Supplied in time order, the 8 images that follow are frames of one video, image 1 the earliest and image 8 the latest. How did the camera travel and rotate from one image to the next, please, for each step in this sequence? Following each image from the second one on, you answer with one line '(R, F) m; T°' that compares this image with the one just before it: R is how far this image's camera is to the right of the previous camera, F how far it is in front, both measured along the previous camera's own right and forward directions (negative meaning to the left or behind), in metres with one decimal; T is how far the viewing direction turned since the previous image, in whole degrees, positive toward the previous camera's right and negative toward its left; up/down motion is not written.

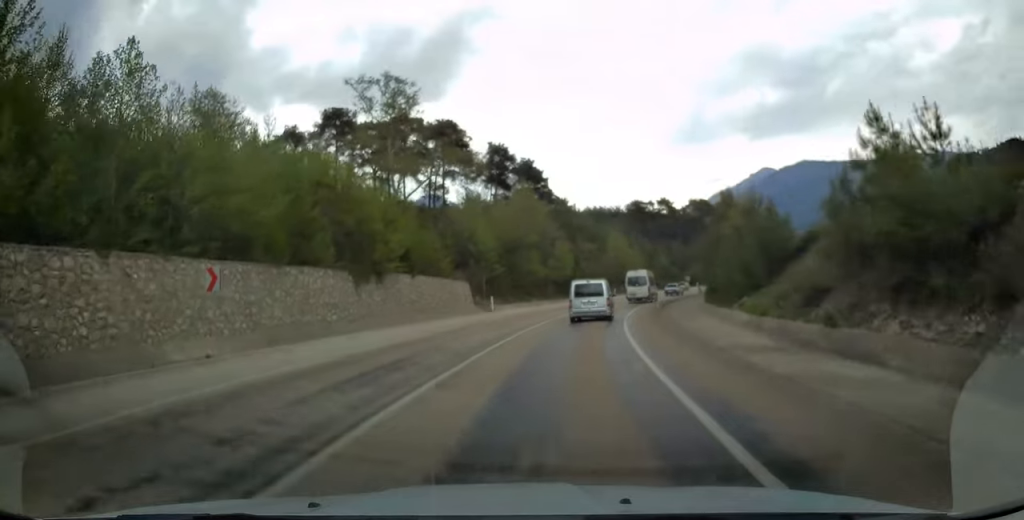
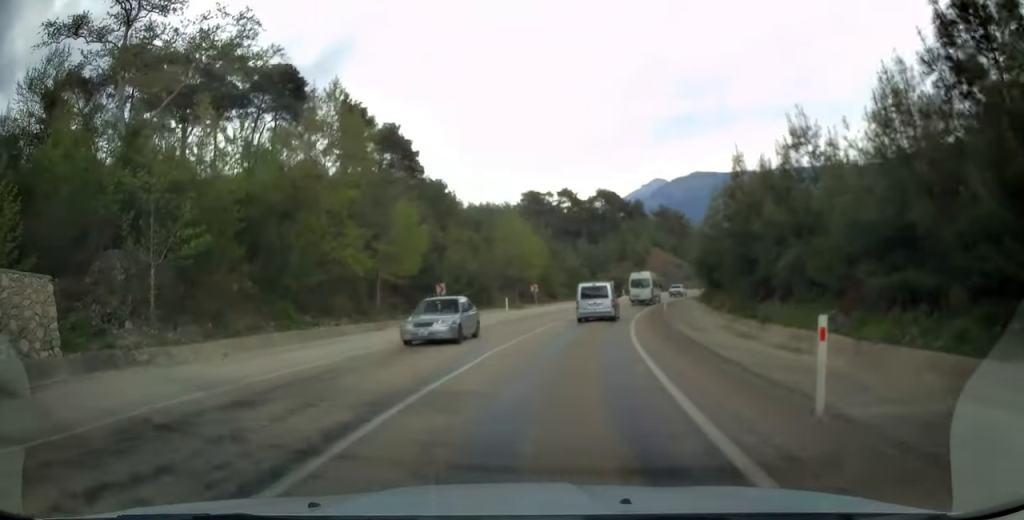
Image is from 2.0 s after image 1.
(+3.1, +34.8) m; +10°
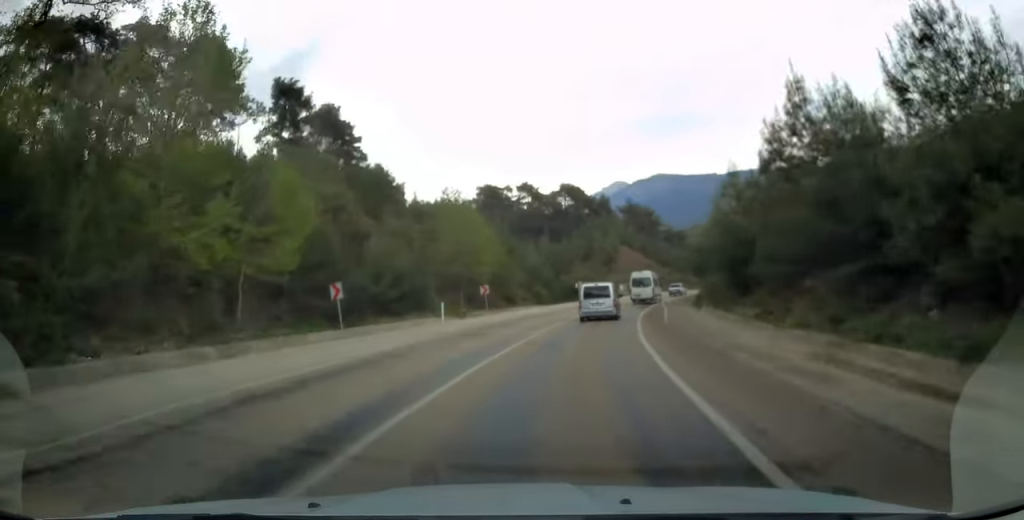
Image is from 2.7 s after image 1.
(+0.1, +11.4) m; +3°
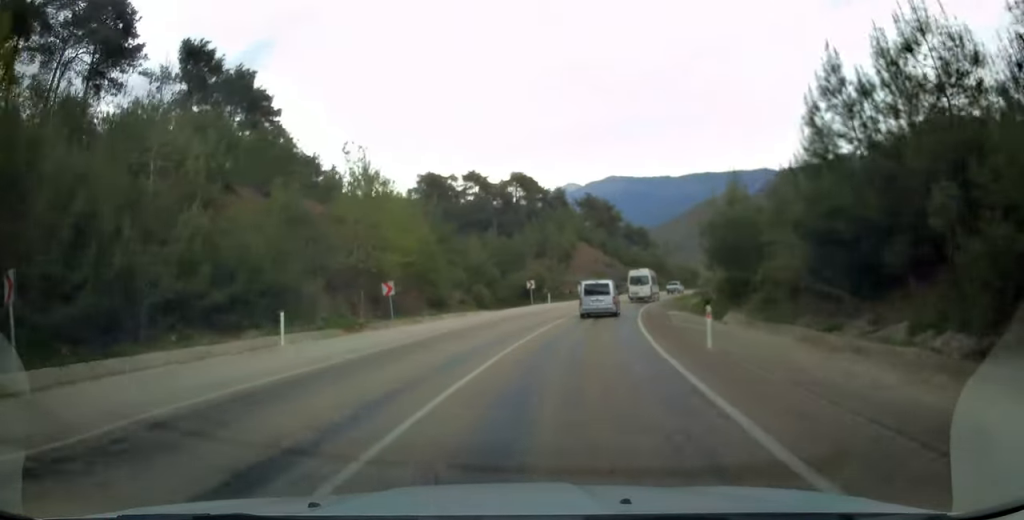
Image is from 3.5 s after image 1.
(+0.6, +14.3) m; +5°
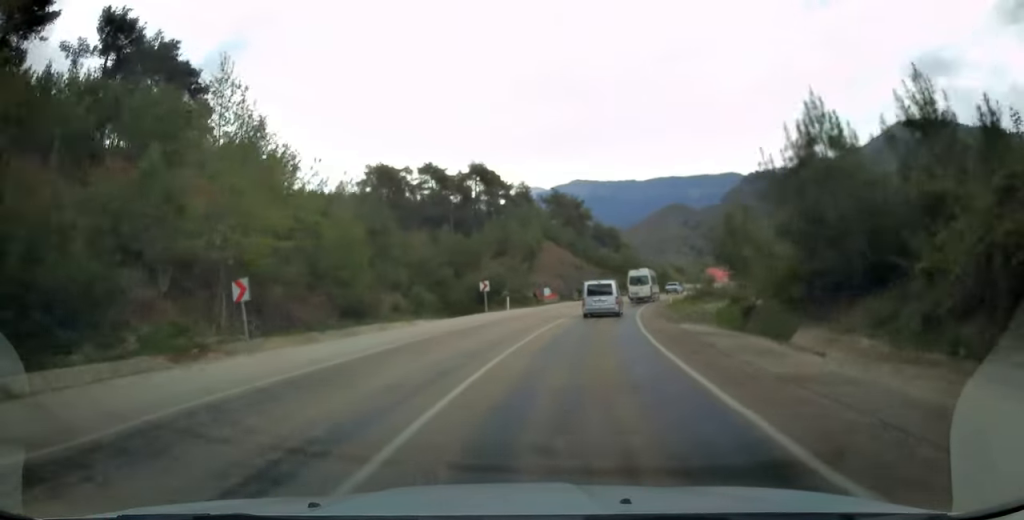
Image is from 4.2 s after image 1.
(+0.6, +11.1) m; +4°
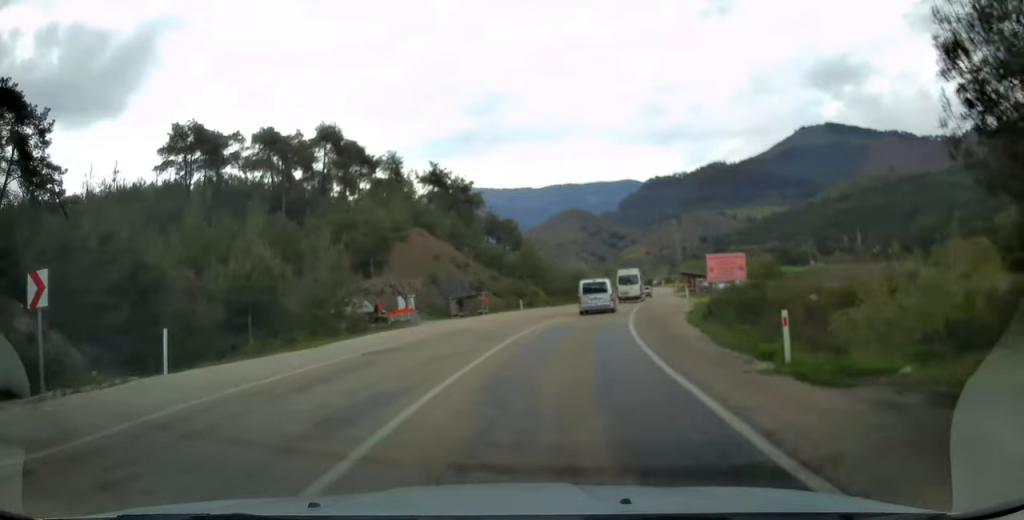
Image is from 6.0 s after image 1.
(+2.8, +31.5) m; +10°
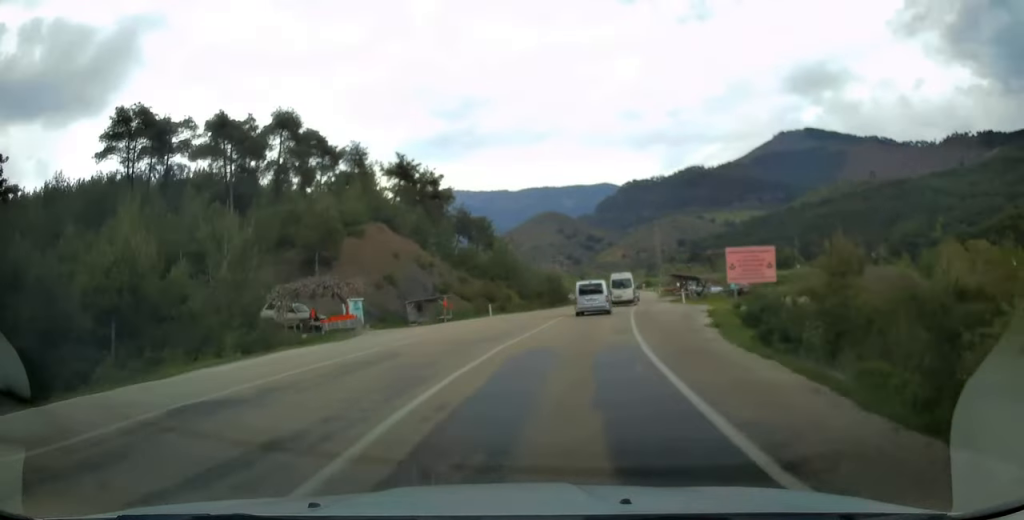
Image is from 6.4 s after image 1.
(+0.1, +7.5) m; +2°
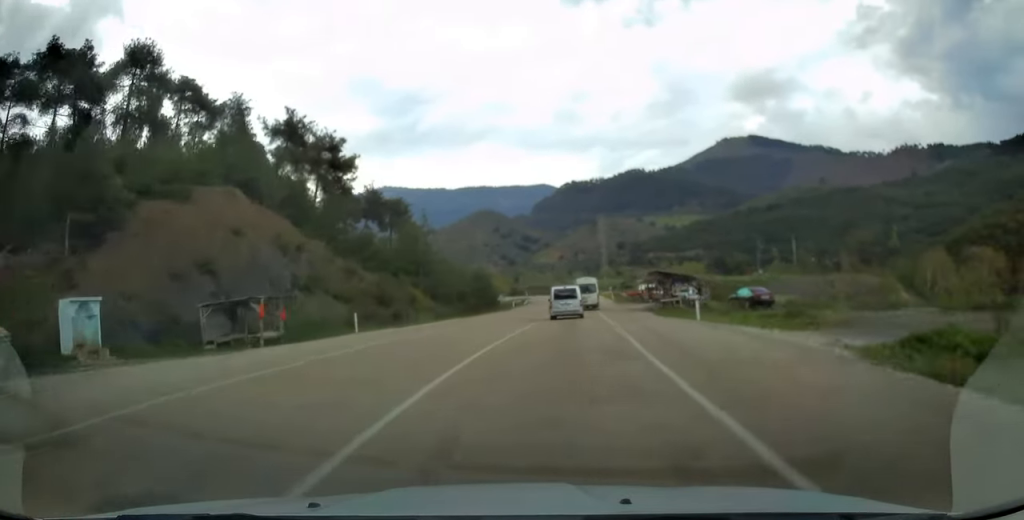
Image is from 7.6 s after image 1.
(+1.1, +20.7) m; +5°
